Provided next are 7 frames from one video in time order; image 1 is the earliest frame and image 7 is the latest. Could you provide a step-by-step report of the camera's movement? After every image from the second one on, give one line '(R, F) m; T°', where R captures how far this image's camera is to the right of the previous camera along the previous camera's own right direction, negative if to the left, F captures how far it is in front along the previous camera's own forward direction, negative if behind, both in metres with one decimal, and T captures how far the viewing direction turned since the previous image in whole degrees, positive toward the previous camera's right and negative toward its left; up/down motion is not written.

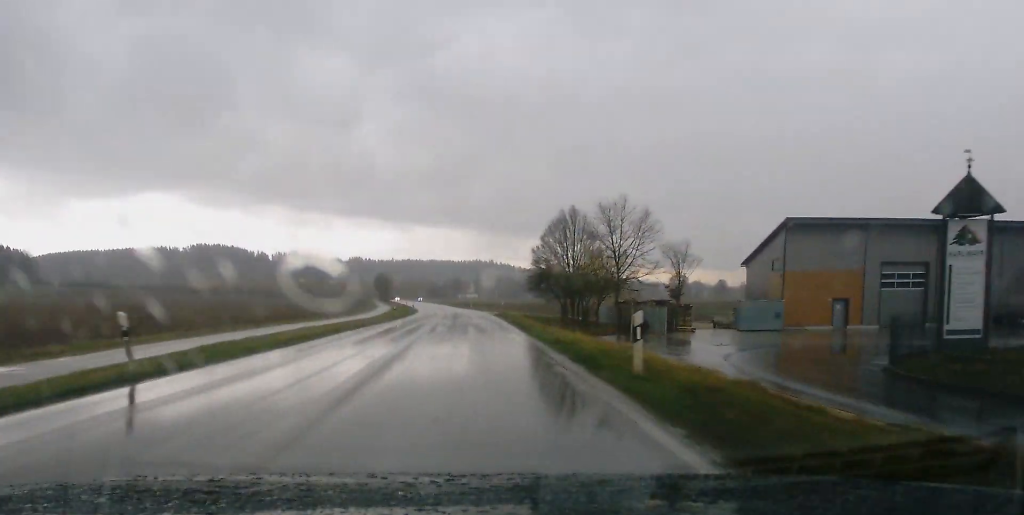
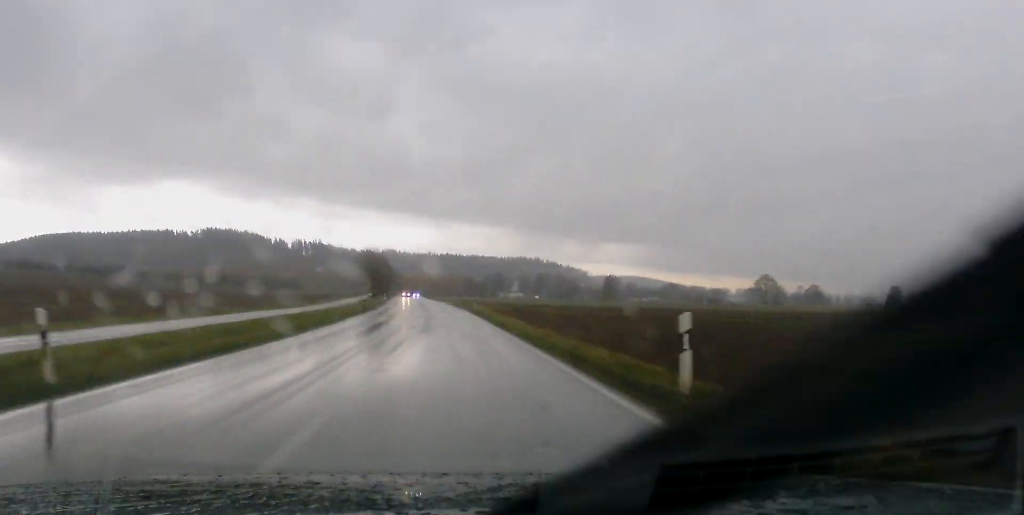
(-1.4, +101.5) m; -3°
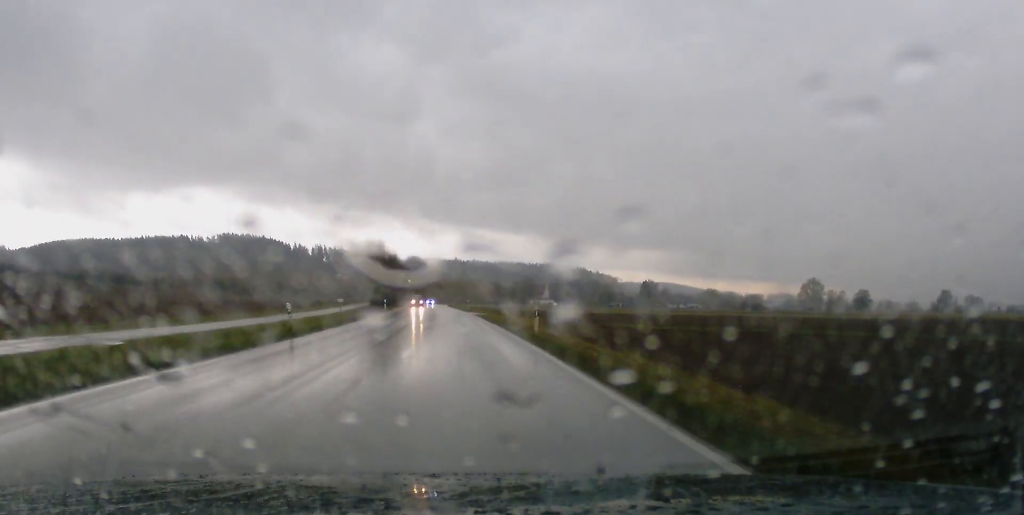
(-0.5, +33.1) m; -1°
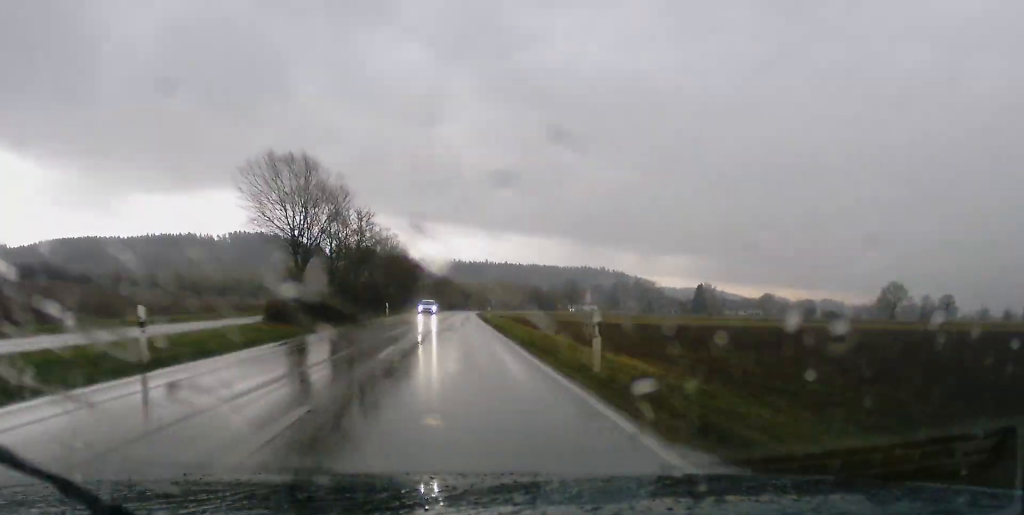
(-1.2, +63.1) m; -2°
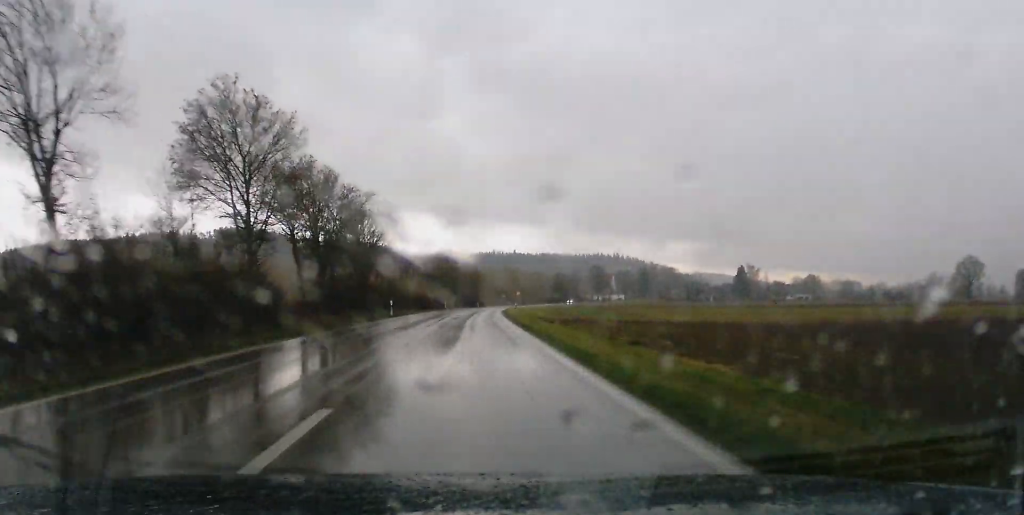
(-0.3, +59.2) m; 0°
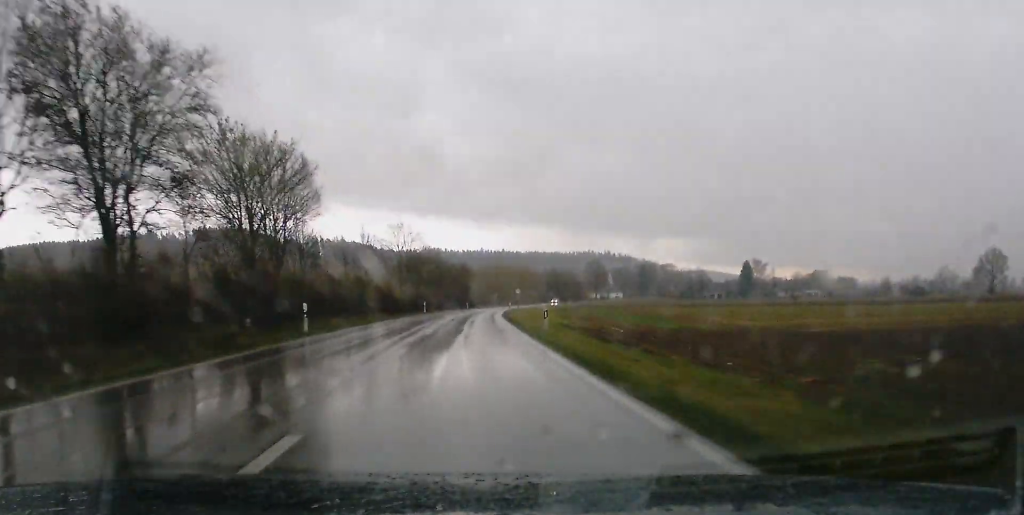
(+0.1, +24.7) m; +1°
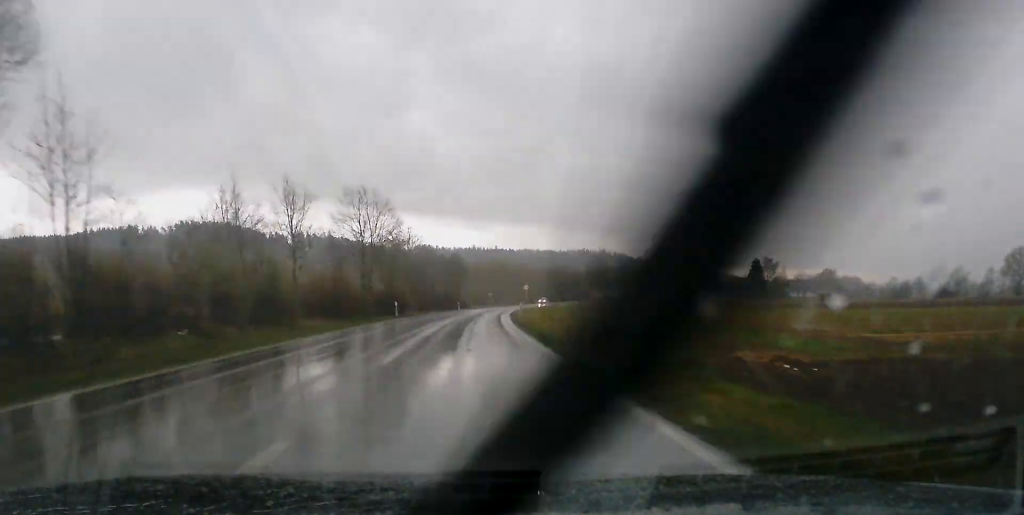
(-0.2, +23.8) m; +1°
